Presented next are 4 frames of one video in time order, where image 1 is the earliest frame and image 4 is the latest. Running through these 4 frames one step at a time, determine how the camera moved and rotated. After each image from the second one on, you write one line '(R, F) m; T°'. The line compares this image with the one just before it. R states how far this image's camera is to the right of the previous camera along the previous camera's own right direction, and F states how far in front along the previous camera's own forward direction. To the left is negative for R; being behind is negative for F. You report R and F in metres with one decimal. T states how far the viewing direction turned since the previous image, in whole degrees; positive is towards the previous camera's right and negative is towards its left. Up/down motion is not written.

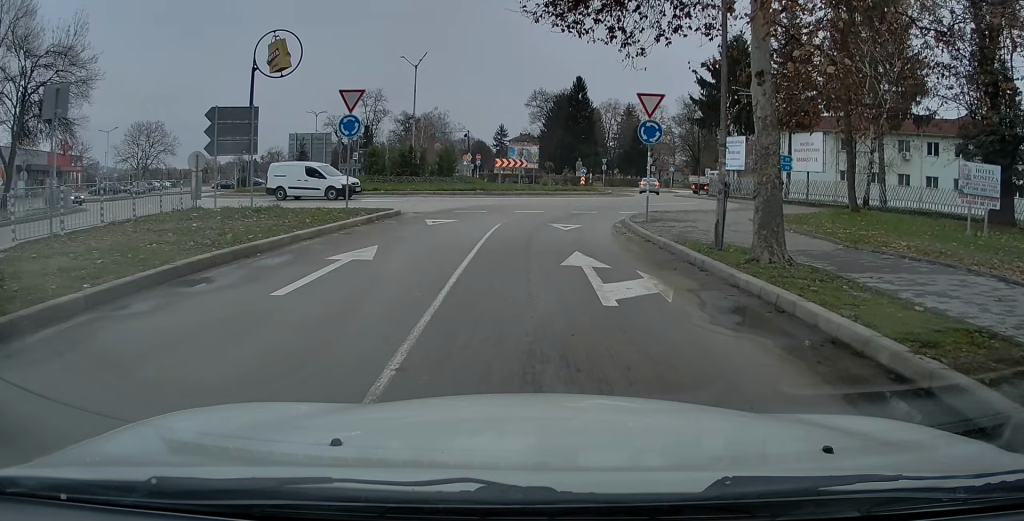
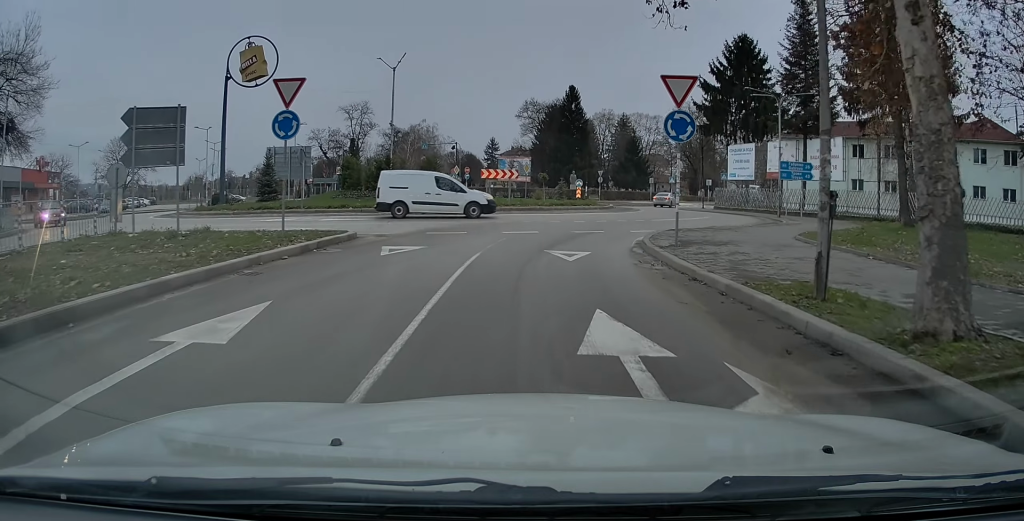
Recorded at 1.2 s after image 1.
(+0.2, +4.5) m; -1°
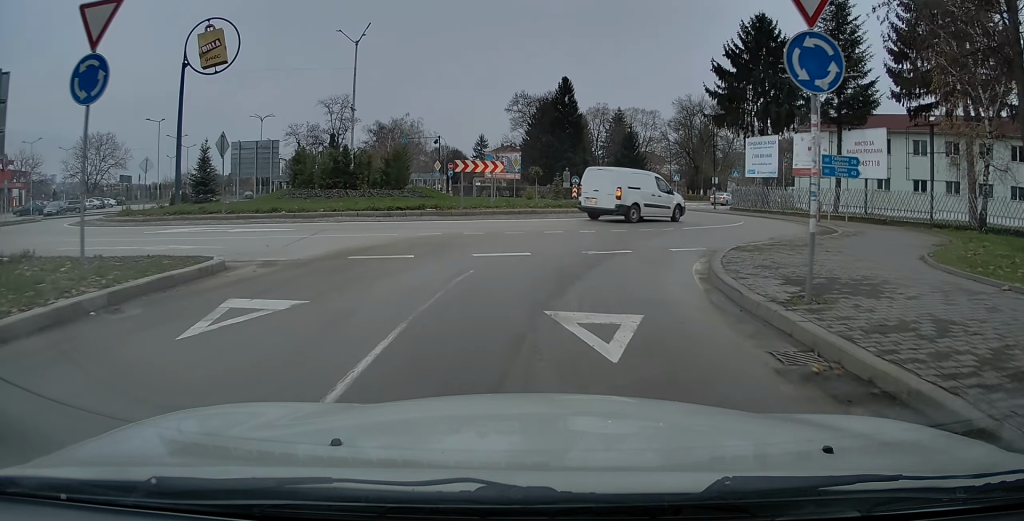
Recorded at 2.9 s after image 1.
(+0.1, +7.1) m; +7°
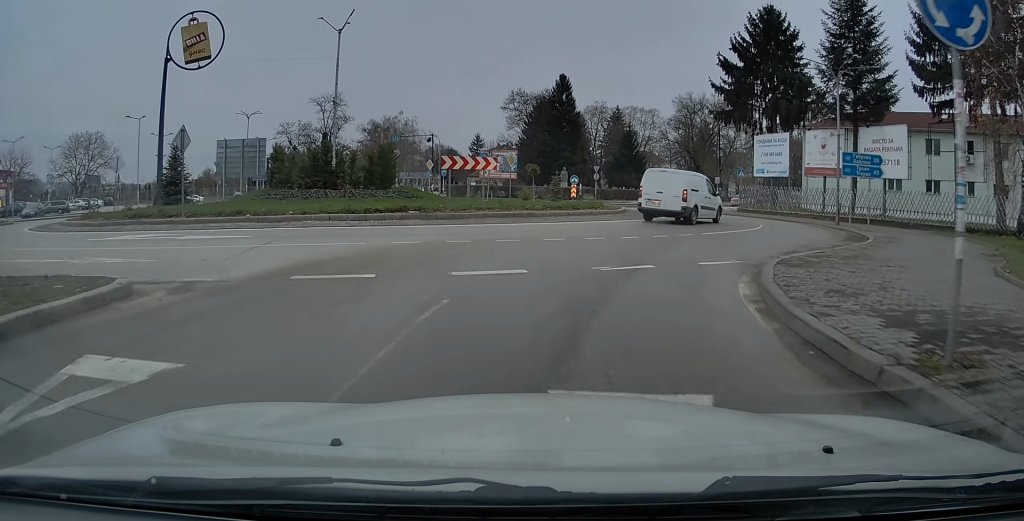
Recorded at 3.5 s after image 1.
(+0.1, +2.7) m; +1°
